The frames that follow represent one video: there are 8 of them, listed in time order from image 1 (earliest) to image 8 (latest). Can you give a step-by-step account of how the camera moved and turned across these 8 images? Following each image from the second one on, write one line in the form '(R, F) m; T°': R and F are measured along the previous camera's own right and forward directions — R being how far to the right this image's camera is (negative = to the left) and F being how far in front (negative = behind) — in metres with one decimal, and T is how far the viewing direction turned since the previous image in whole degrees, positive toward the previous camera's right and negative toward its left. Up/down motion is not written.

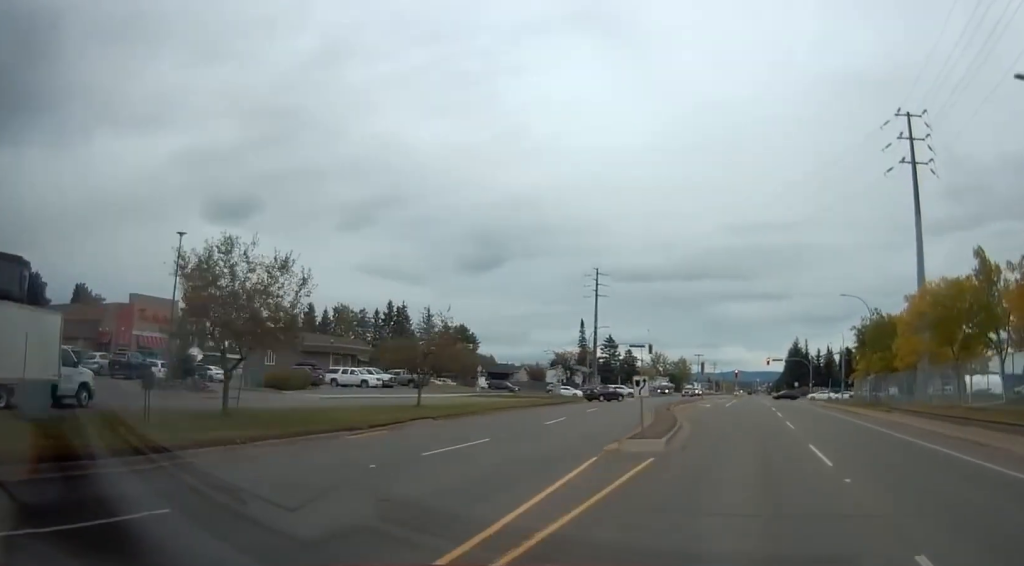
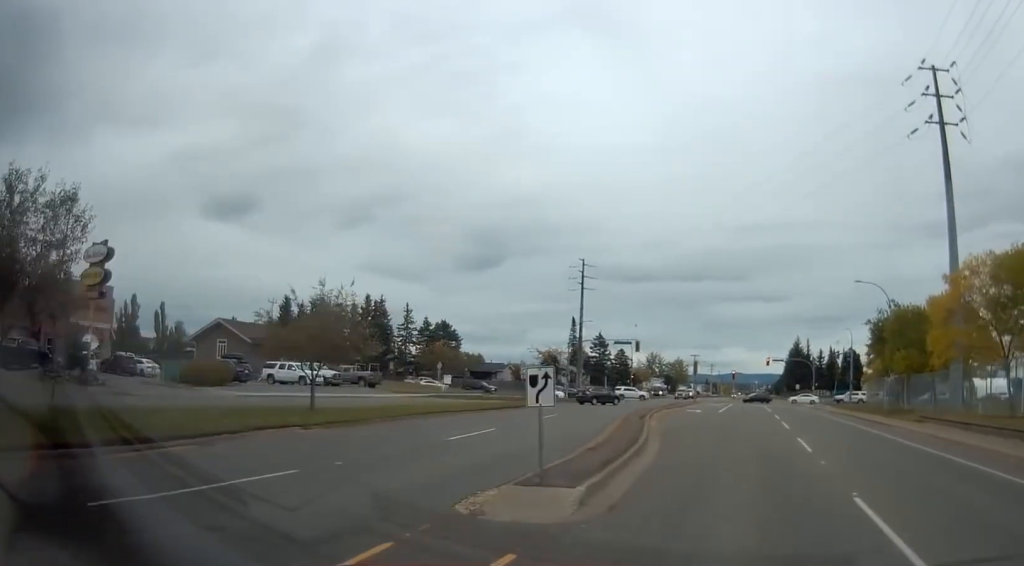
(0.0, +8.9) m; 0°
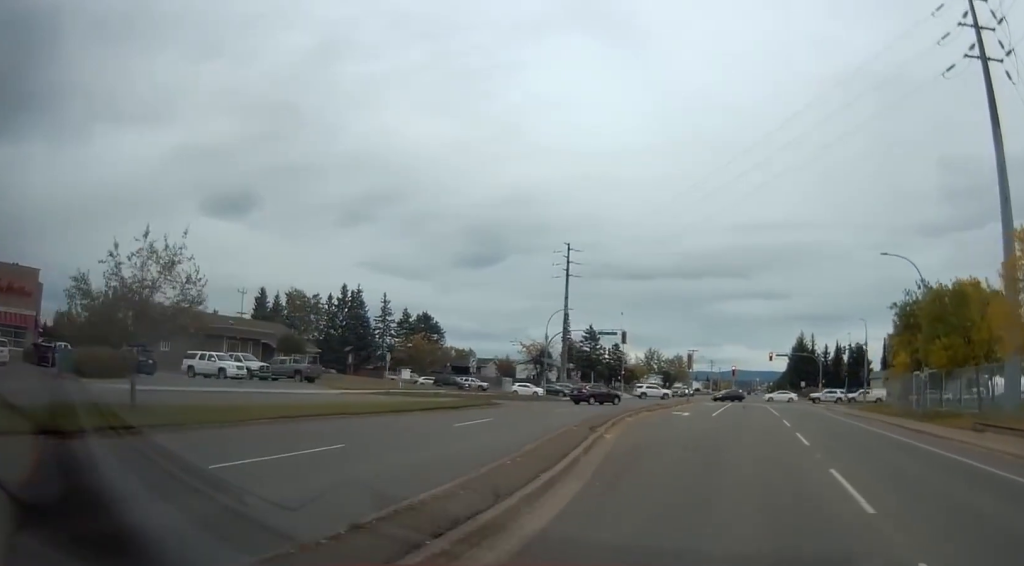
(0.0, +9.8) m; +1°
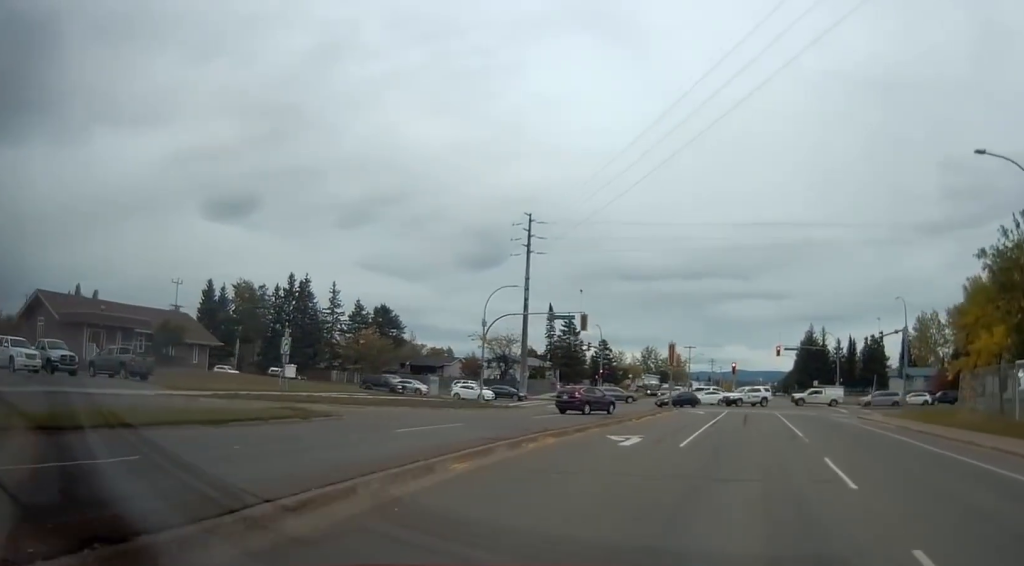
(+0.4, +18.9) m; 0°
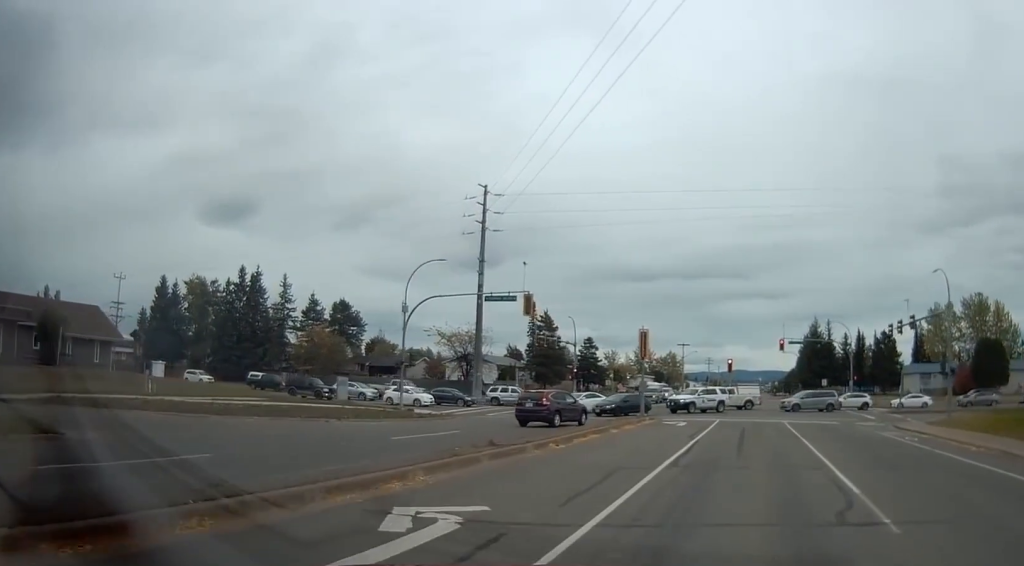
(-0.4, +14.4) m; -1°
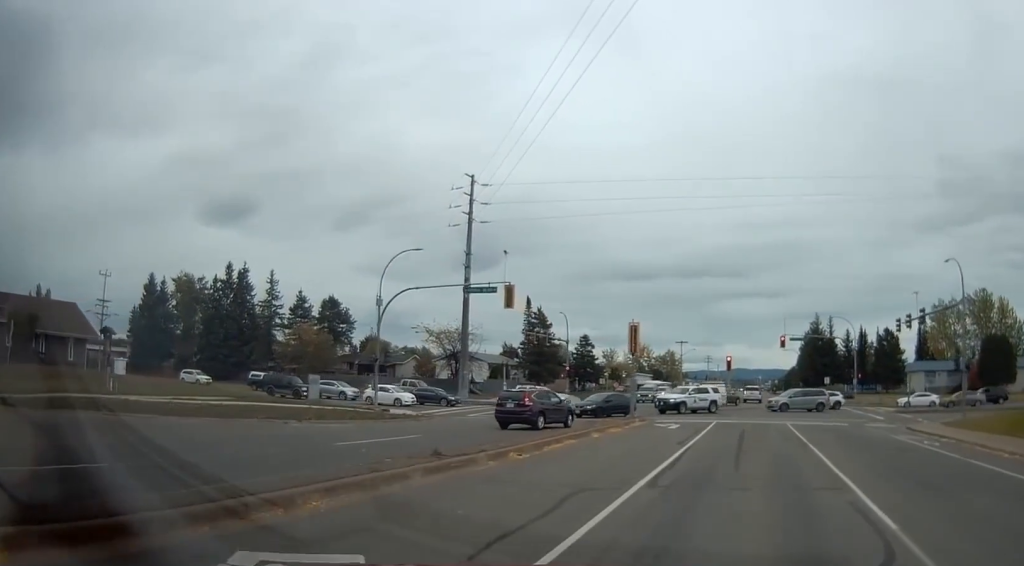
(0.0, +3.3) m; +2°
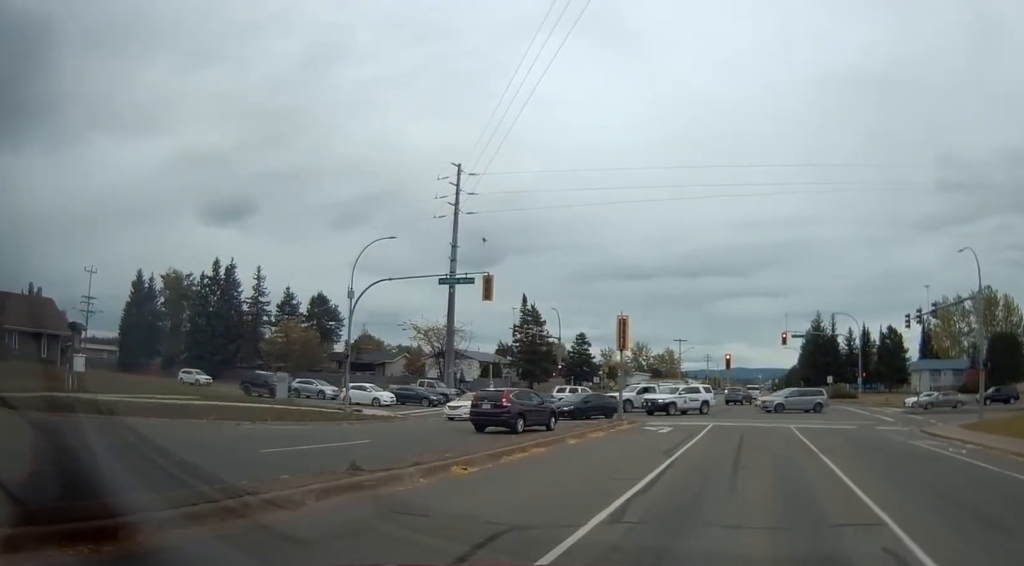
(+0.1, +3.4) m; +2°
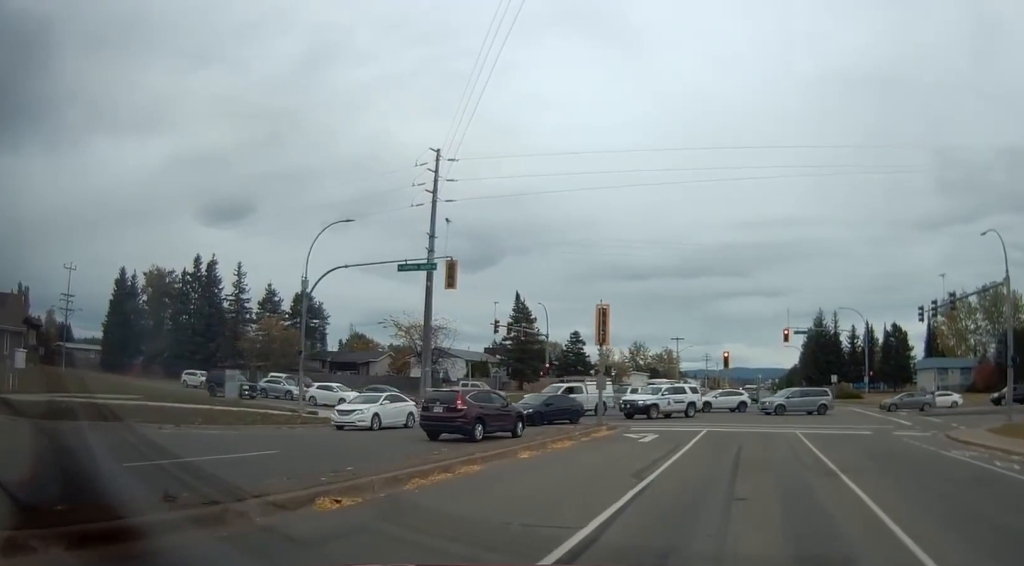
(+0.3, +4.0) m; +2°
